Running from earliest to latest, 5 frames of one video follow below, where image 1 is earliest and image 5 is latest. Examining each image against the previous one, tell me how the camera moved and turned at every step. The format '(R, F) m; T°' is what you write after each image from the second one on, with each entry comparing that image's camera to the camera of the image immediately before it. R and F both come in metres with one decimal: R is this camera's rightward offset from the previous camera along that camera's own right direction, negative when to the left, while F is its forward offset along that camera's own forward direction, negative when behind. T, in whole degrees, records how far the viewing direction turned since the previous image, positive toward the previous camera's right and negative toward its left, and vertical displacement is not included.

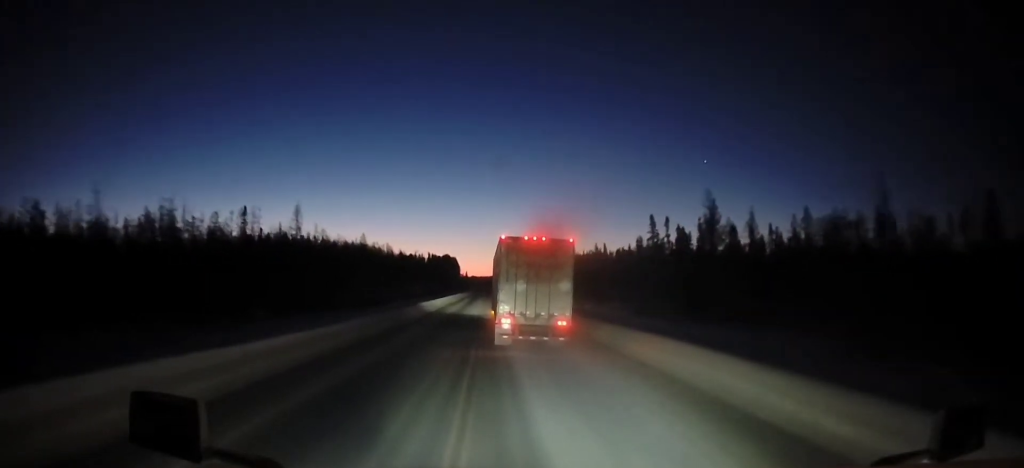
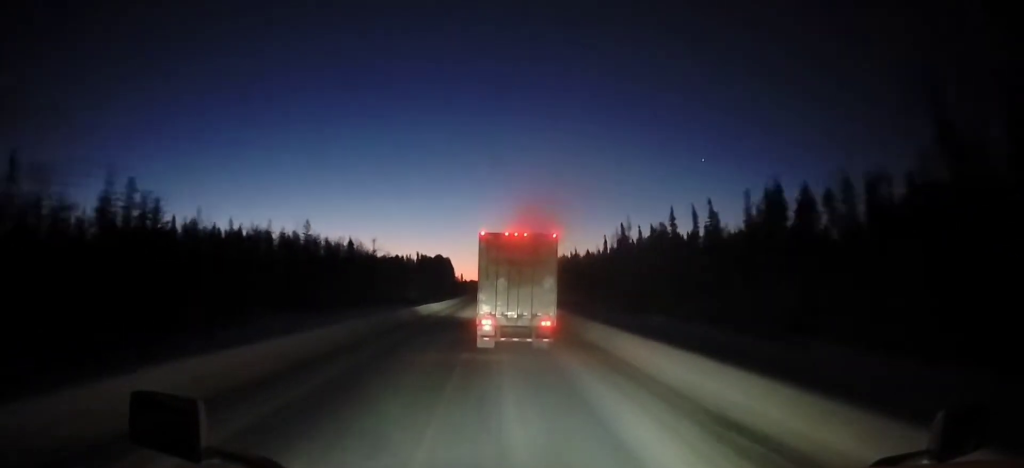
(-0.2, +59.1) m; 0°
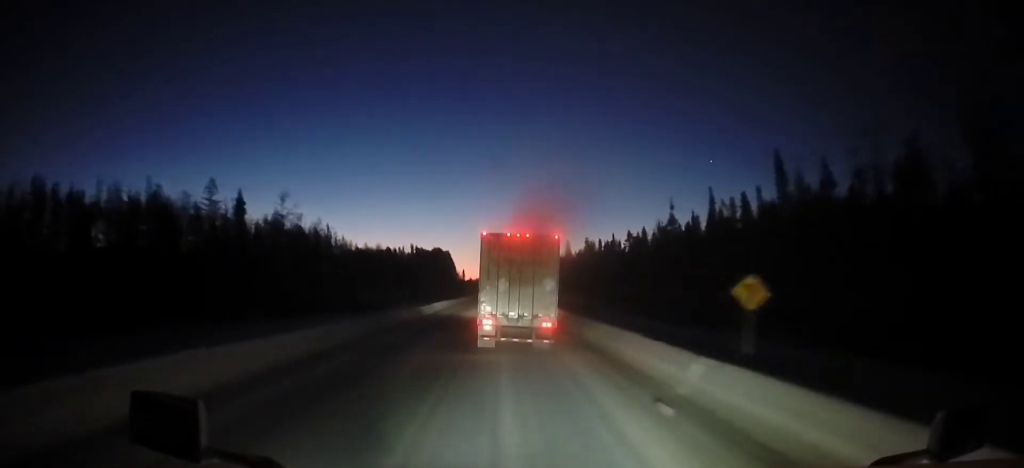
(-0.6, +53.0) m; -1°
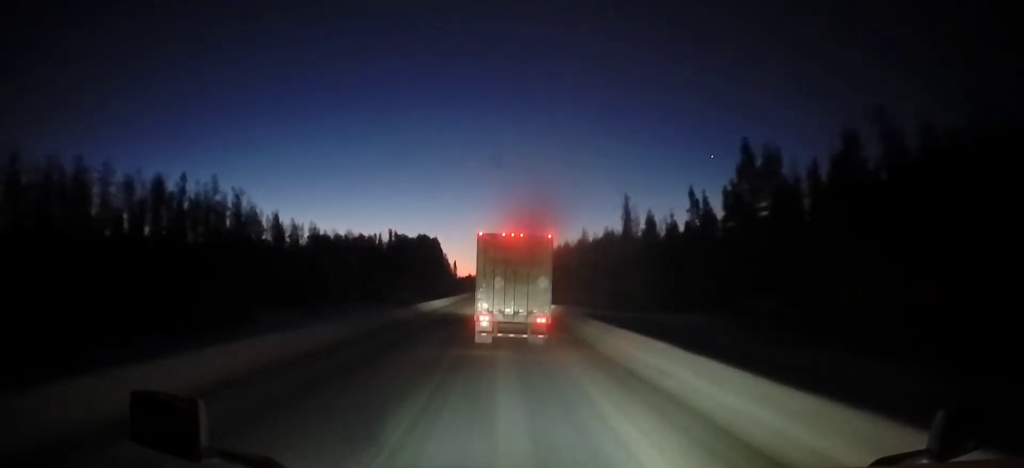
(-0.1, +62.7) m; 0°
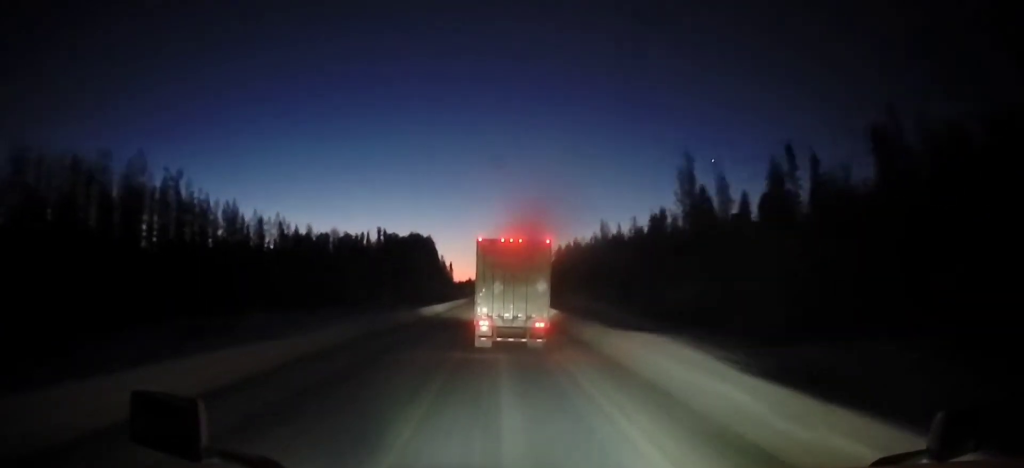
(-0.2, +24.6) m; -1°
